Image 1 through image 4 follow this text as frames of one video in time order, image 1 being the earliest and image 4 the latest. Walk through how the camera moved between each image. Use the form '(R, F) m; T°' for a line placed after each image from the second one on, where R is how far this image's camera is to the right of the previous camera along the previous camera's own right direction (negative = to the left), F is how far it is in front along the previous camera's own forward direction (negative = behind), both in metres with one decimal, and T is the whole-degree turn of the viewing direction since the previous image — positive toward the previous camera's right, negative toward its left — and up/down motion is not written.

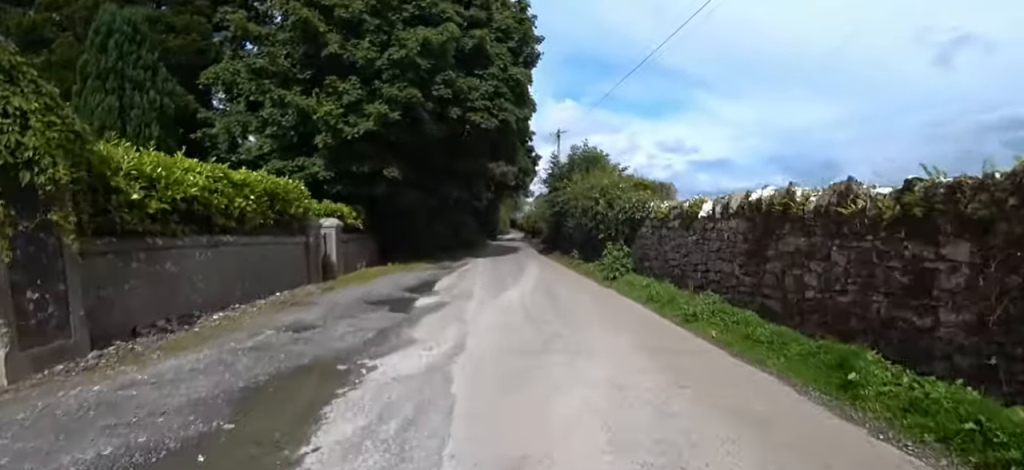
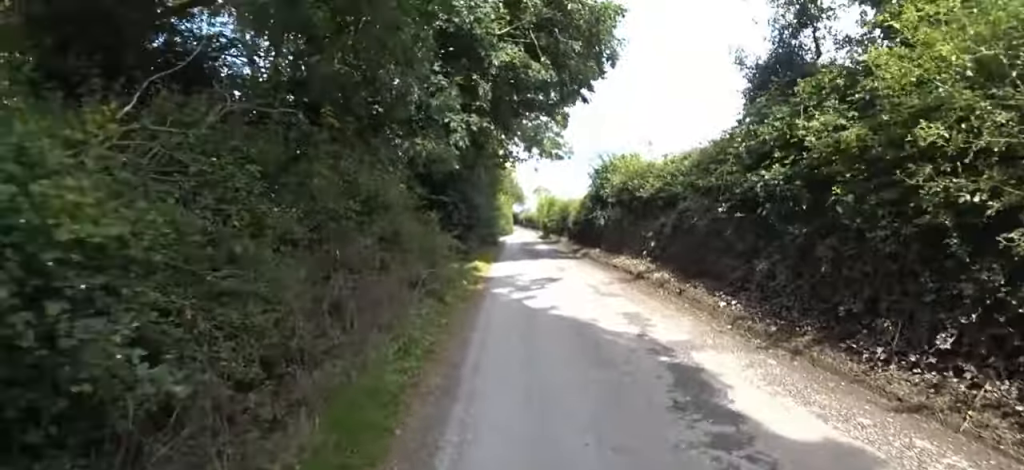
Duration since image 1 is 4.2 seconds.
(-0.7, +22.5) m; +1°
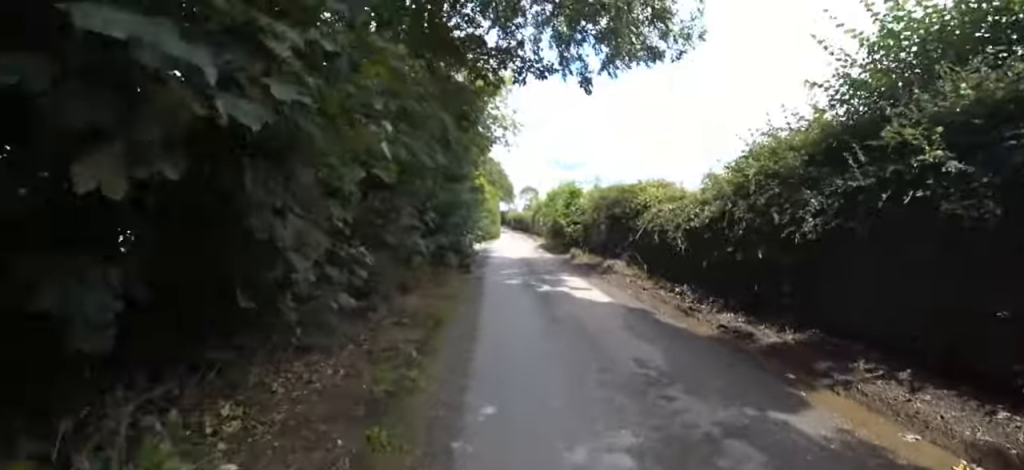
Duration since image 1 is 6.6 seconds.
(0.0, +11.5) m; 0°
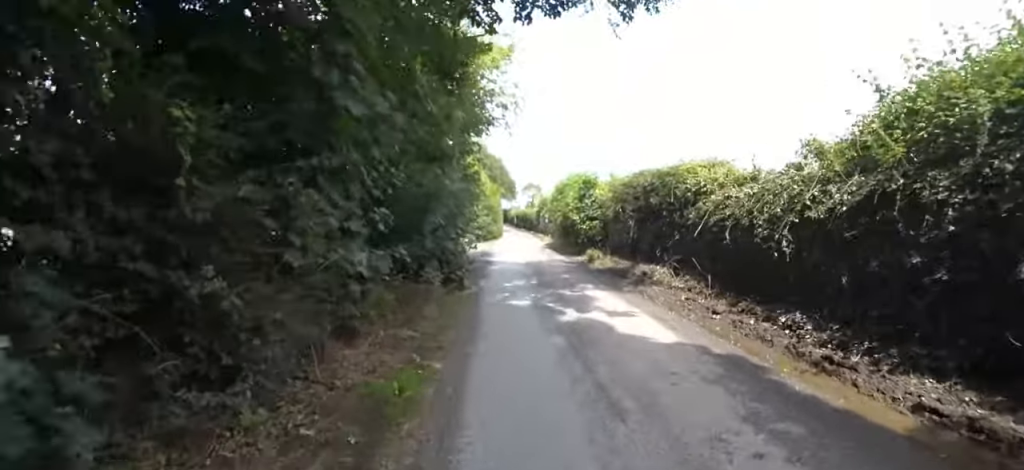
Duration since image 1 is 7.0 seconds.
(0.0, +2.3) m; 0°
